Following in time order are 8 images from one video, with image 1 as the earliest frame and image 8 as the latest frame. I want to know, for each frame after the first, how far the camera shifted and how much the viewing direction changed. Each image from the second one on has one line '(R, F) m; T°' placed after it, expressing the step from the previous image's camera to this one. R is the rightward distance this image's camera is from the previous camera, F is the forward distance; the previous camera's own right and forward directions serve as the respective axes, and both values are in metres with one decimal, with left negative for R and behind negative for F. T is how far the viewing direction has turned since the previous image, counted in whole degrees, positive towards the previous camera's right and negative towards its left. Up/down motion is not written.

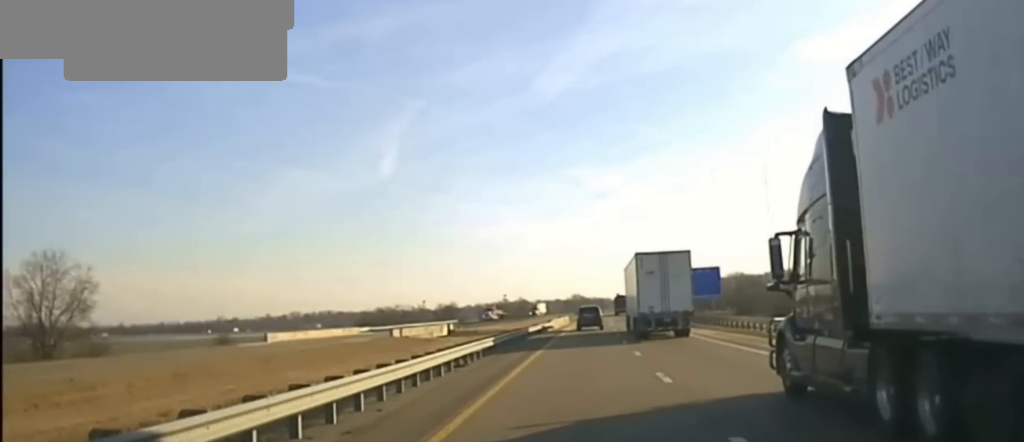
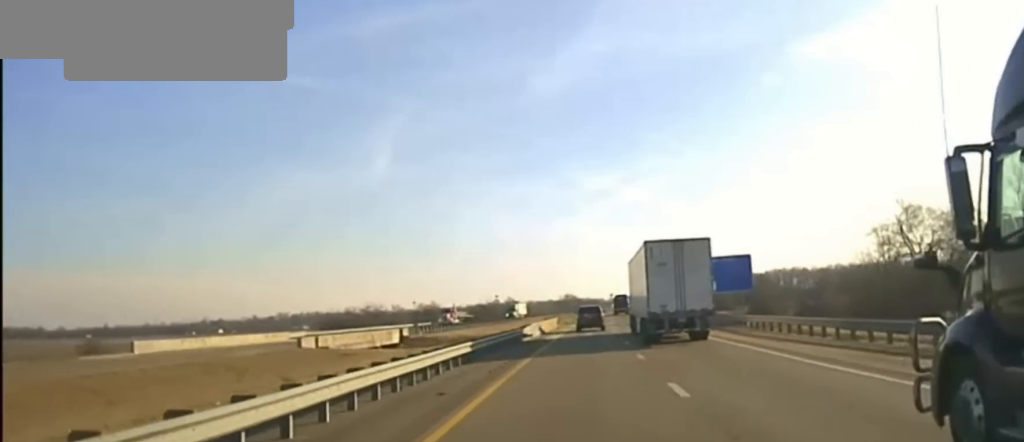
(+0.1, +26.8) m; +1°
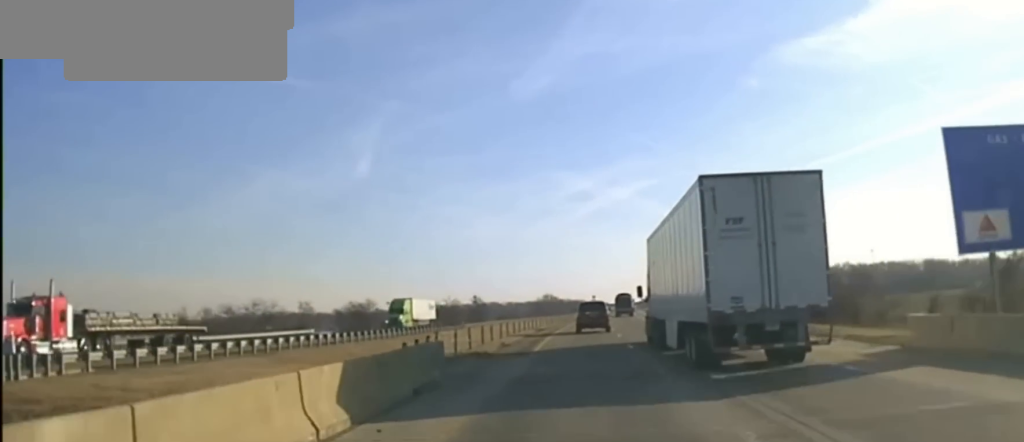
(0.0, +73.6) m; 0°
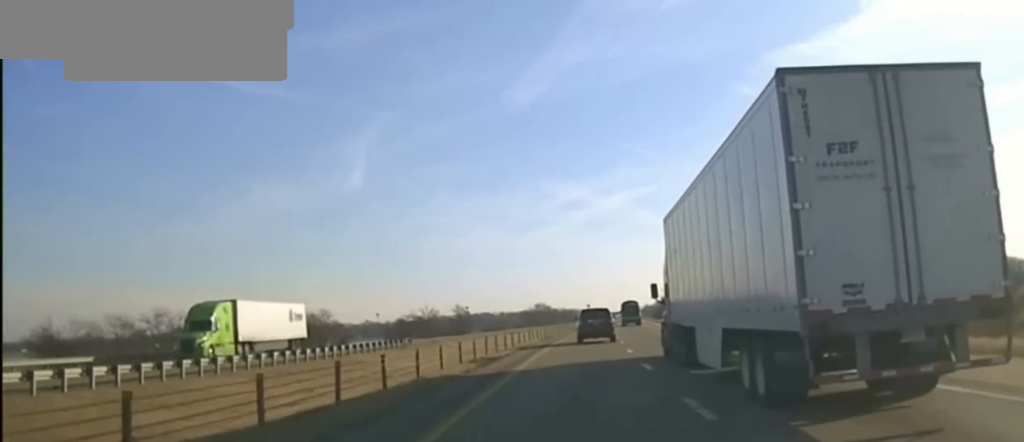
(+0.2, +40.1) m; +1°
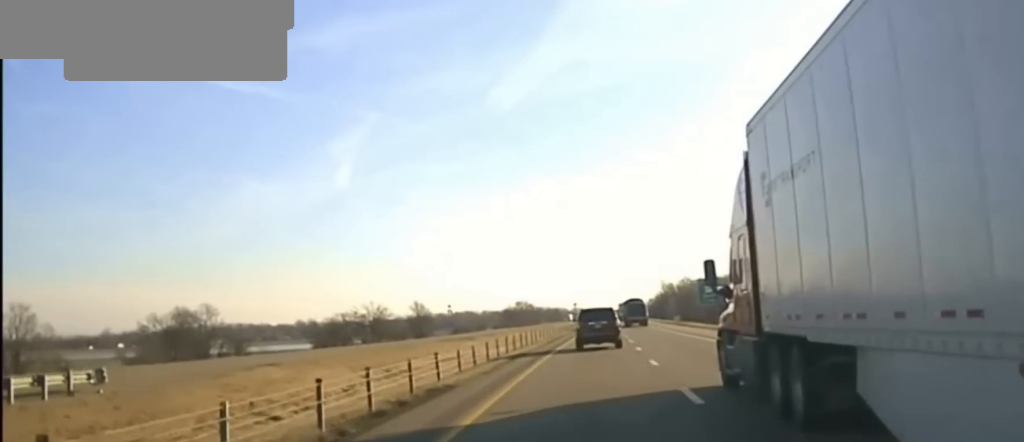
(+0.9, +53.9) m; +1°
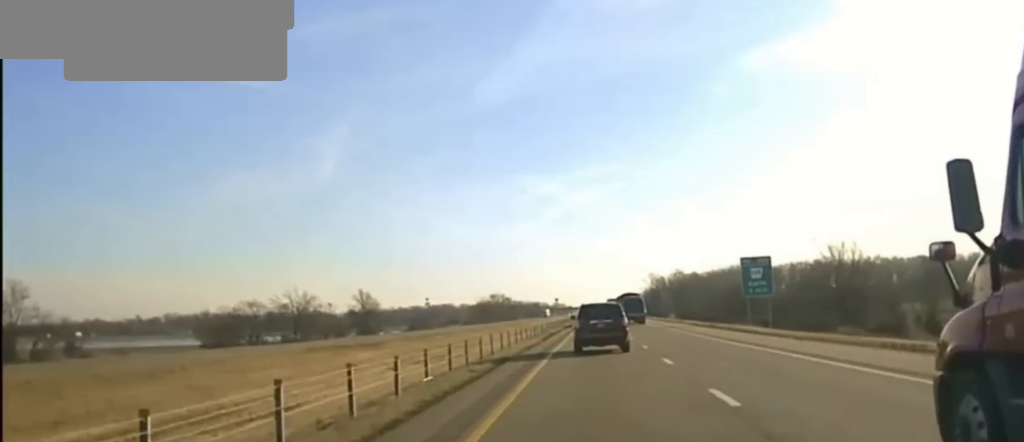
(0.0, +47.3) m; 0°
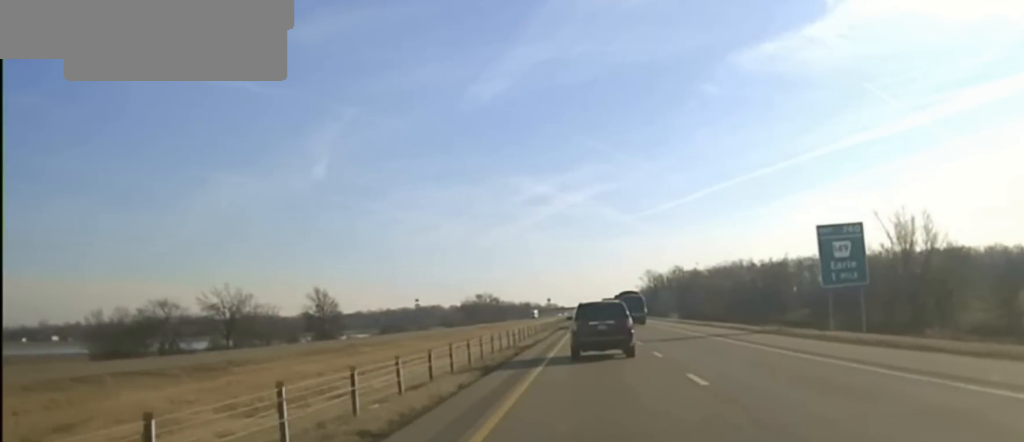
(0.0, +31.3) m; +1°
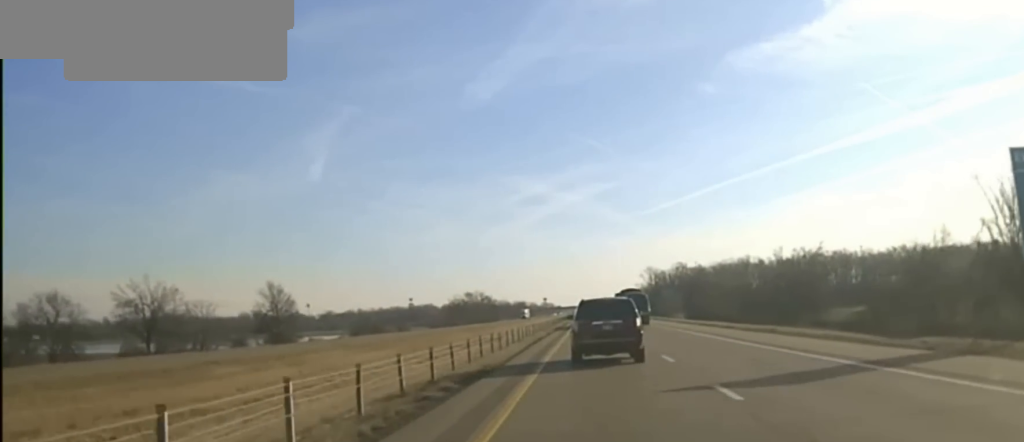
(+0.2, +25.3) m; +1°
